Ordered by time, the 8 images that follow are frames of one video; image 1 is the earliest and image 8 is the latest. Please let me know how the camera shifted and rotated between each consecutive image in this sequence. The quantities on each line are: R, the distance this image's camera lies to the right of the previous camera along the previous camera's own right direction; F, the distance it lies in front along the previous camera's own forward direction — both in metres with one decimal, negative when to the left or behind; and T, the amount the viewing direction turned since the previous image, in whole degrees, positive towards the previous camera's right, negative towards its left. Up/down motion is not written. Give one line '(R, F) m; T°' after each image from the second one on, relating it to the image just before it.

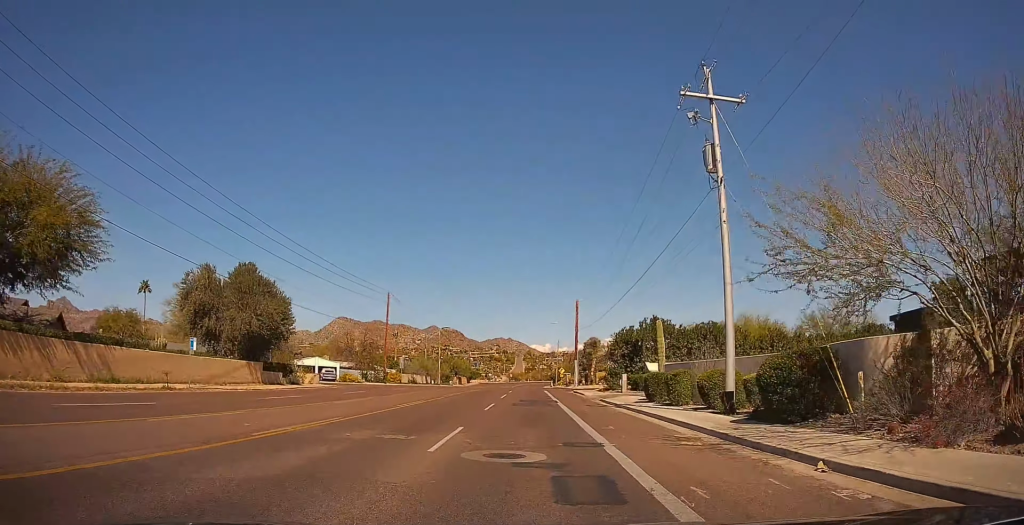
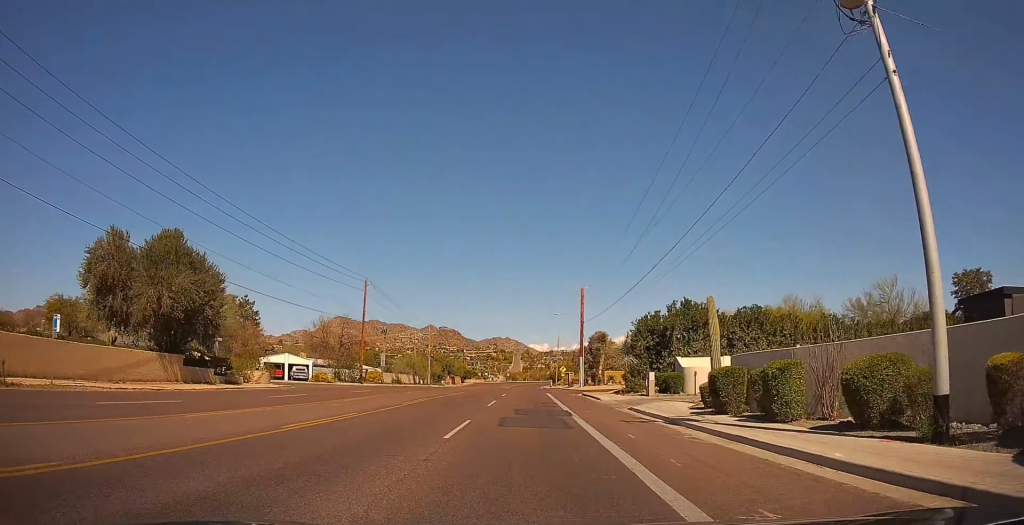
(0.0, +10.5) m; 0°
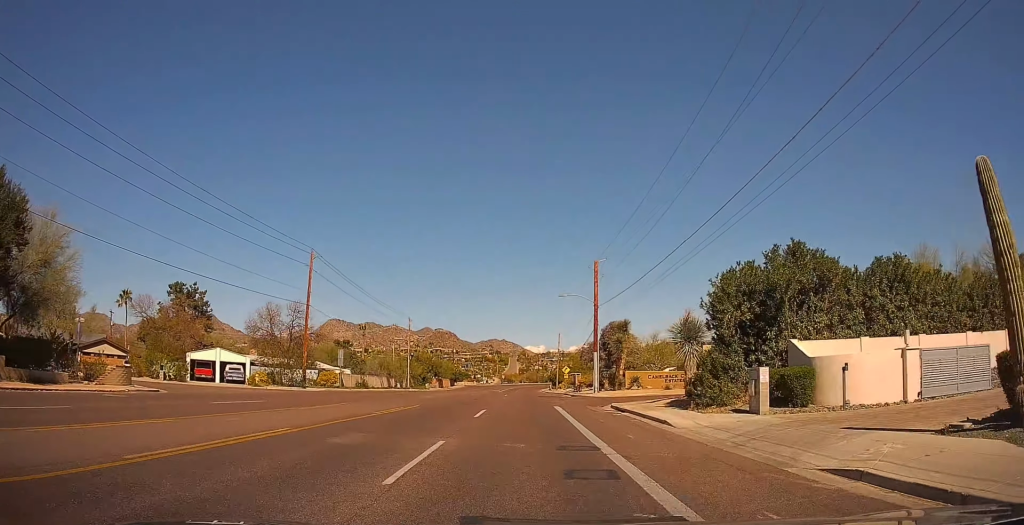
(0.0, +17.1) m; 0°
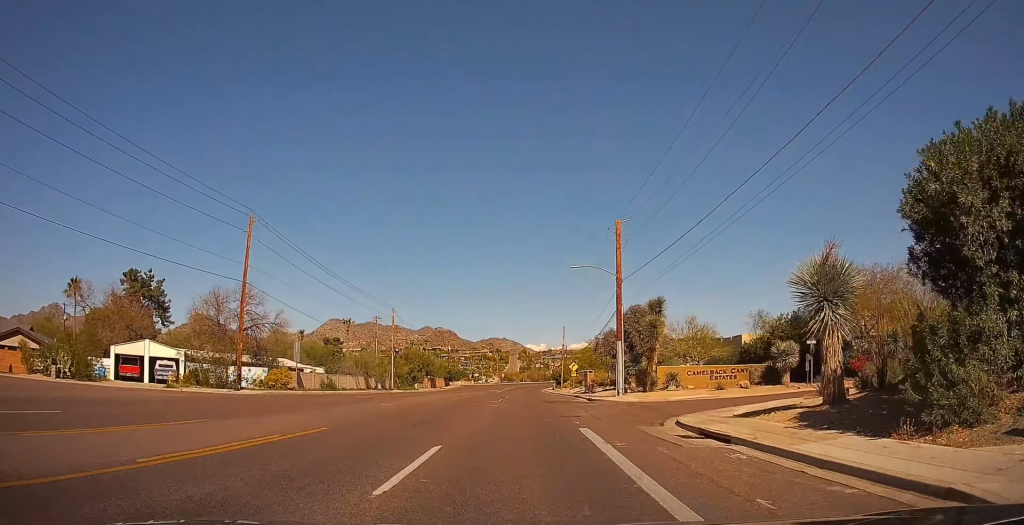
(0.0, +12.8) m; +1°
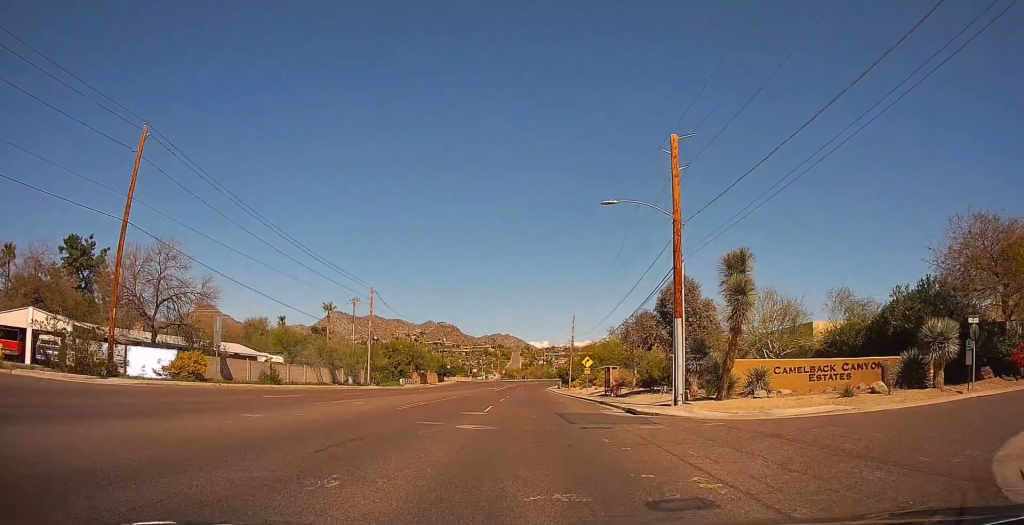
(+0.1, +14.5) m; +2°
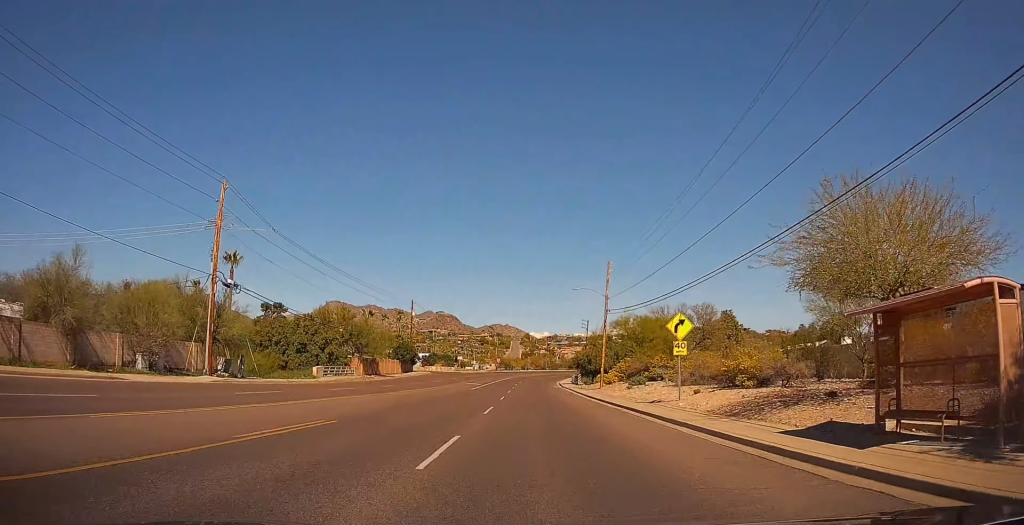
(+0.9, +39.2) m; -1°
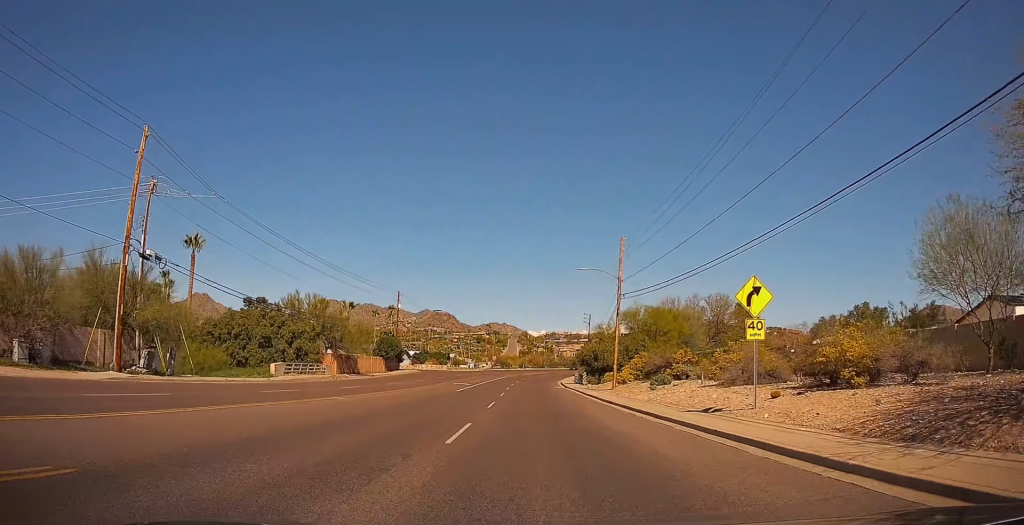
(-0.2, +9.1) m; -1°
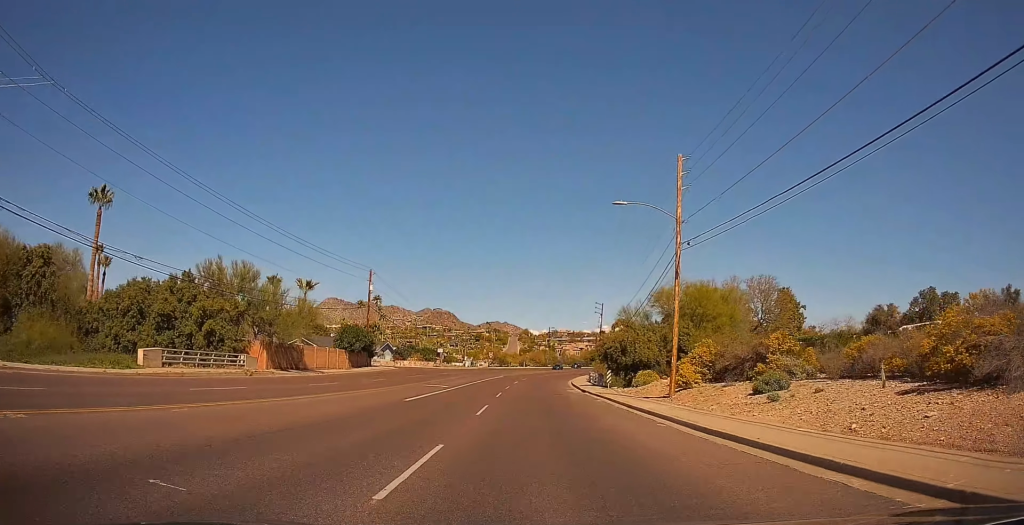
(0.0, +17.5) m; 0°
